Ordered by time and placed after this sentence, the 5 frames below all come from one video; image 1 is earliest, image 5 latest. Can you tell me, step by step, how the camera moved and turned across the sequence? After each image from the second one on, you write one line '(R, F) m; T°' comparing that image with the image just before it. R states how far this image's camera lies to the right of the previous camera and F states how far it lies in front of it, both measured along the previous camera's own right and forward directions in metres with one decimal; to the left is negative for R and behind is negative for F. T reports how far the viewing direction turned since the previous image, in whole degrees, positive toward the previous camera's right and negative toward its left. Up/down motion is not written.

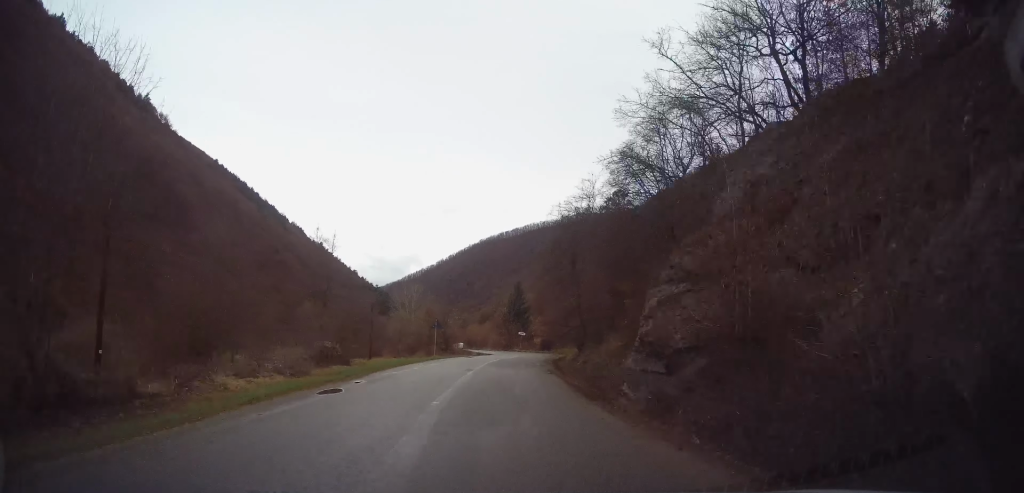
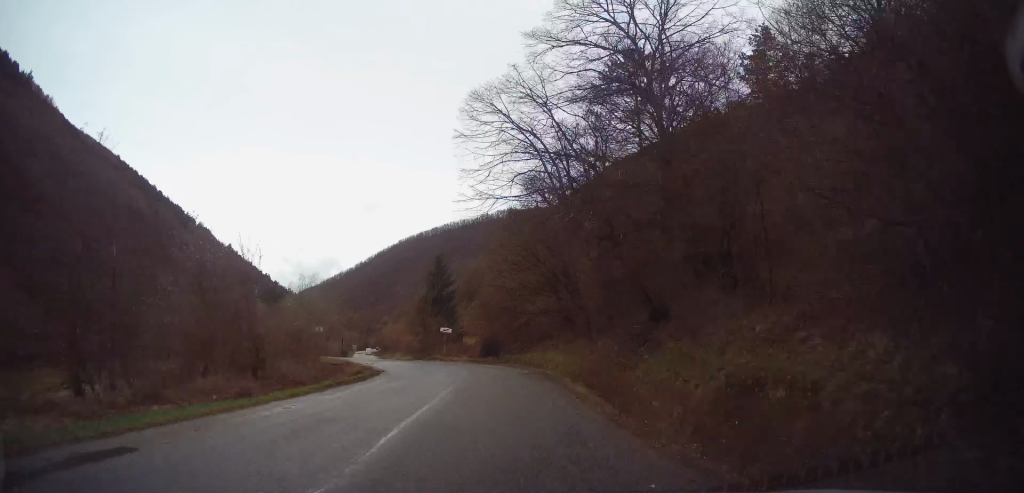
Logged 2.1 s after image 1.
(+2.4, +37.2) m; +5°
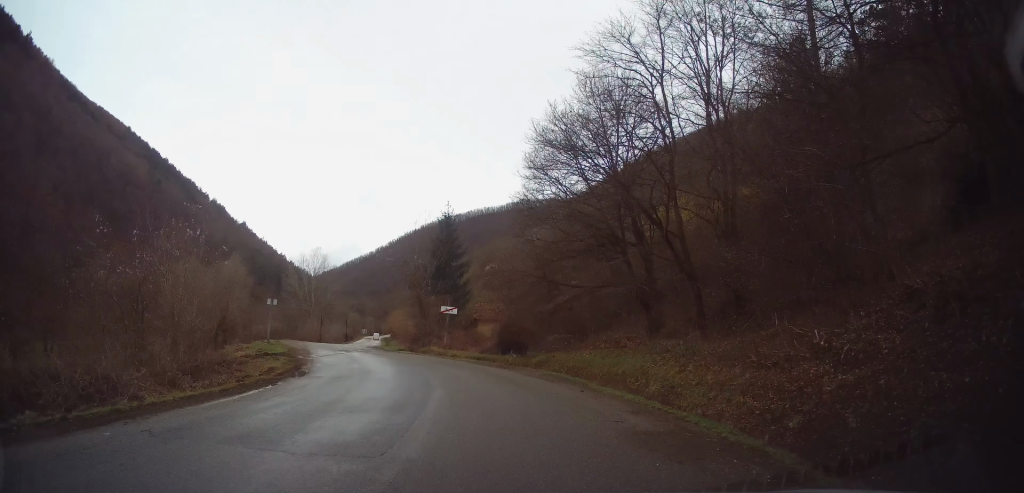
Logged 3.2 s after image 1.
(+0.3, +16.9) m; -2°
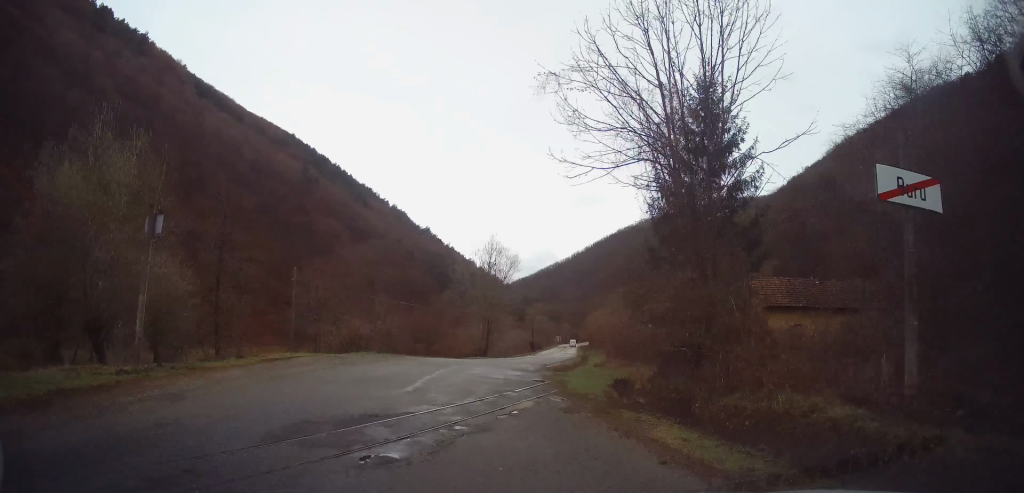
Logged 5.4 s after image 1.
(-5.1, +31.6) m; -17°
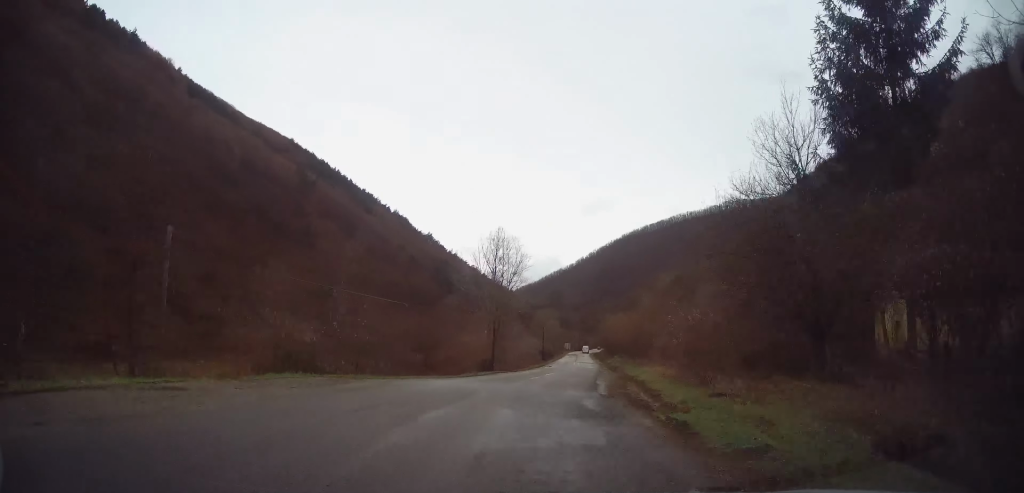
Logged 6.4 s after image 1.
(-0.5, +13.8) m; 0°
